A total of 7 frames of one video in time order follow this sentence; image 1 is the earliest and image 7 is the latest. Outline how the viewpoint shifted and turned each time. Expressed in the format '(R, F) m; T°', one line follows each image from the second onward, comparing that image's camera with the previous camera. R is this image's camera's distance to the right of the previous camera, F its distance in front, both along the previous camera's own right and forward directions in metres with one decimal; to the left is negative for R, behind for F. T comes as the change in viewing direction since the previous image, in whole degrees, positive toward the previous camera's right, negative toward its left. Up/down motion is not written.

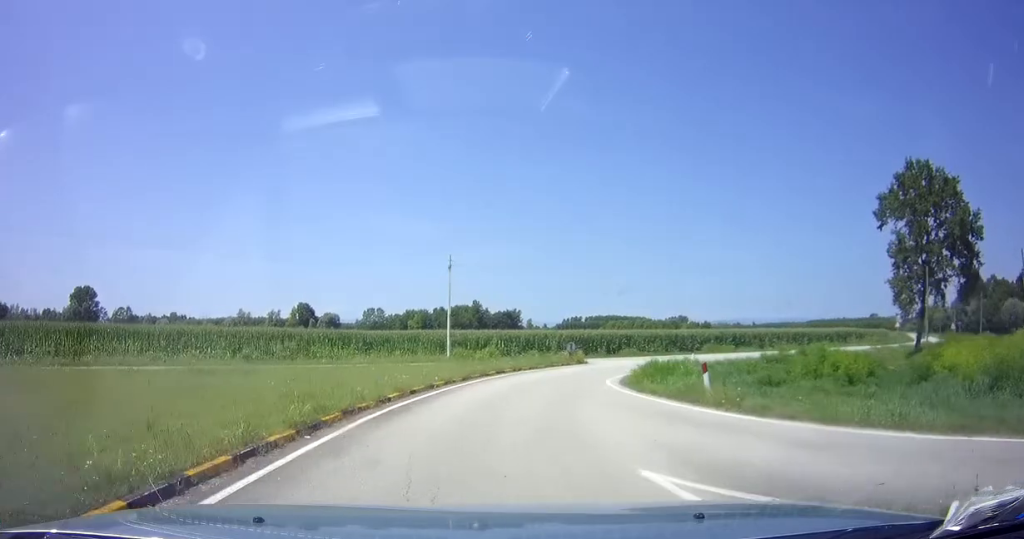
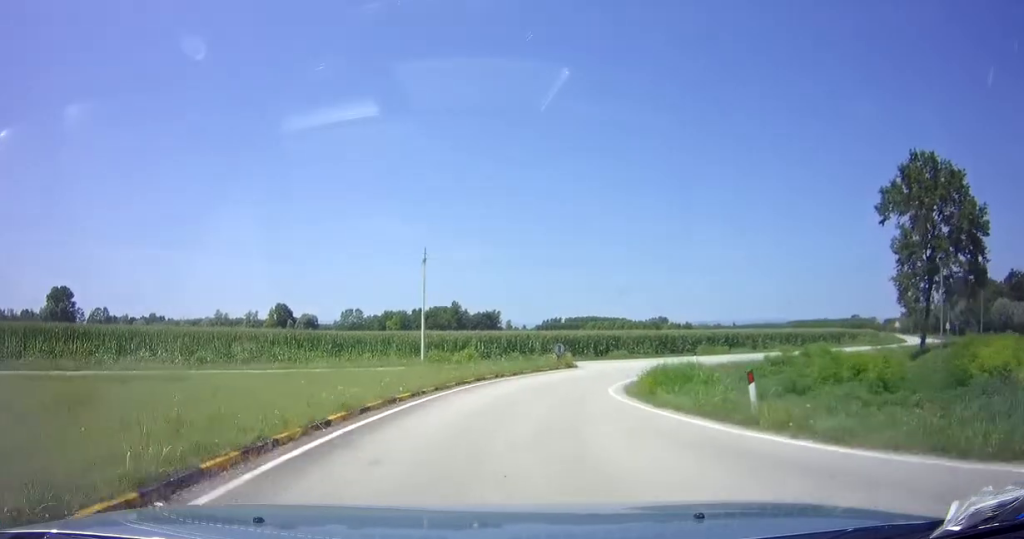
(+0.2, +4.3) m; +4°
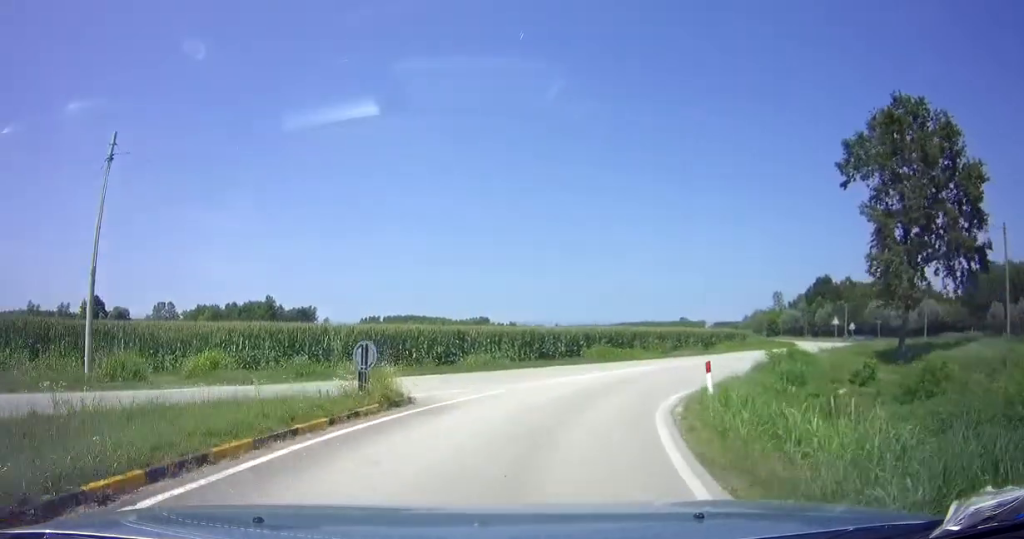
(+5.8, +19.5) m; +32°
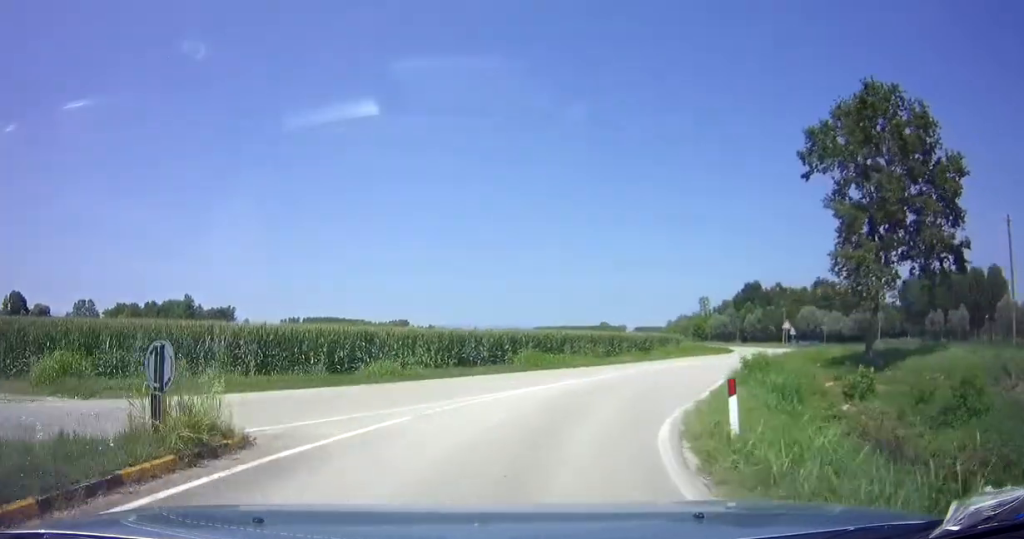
(+0.1, +5.4) m; +4°
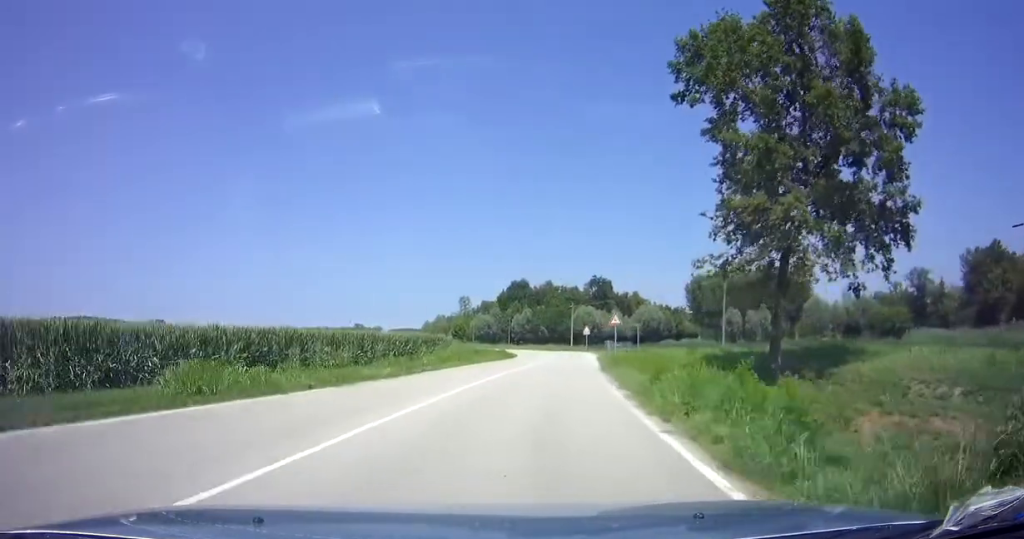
(+1.6, +15.7) m; +11°
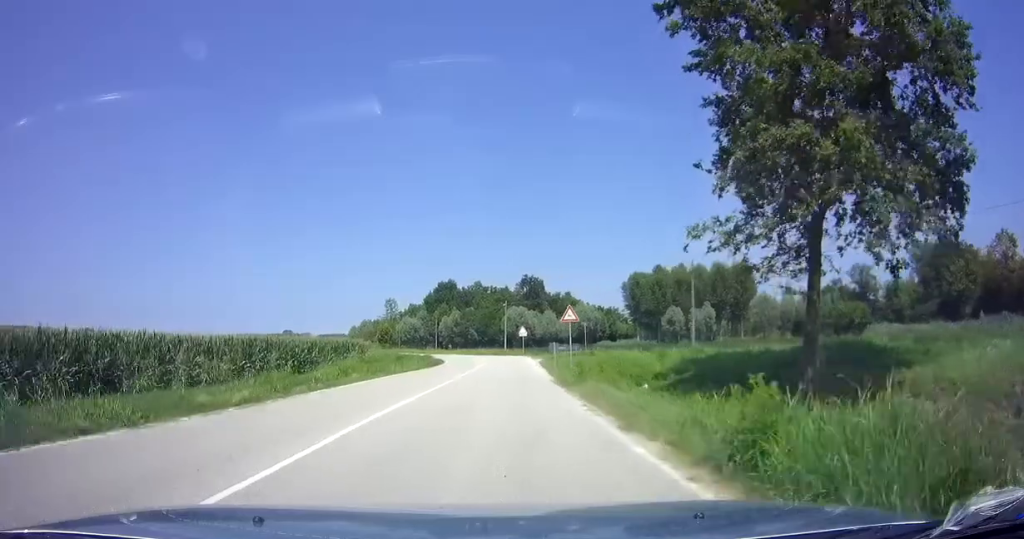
(+0.3, +7.9) m; +2°
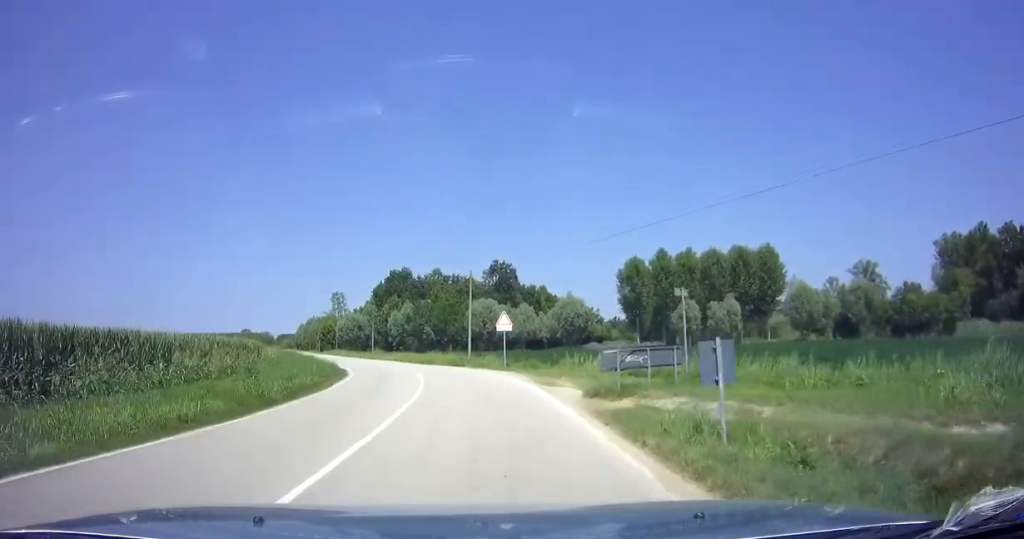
(-0.5, +29.8) m; -6°
